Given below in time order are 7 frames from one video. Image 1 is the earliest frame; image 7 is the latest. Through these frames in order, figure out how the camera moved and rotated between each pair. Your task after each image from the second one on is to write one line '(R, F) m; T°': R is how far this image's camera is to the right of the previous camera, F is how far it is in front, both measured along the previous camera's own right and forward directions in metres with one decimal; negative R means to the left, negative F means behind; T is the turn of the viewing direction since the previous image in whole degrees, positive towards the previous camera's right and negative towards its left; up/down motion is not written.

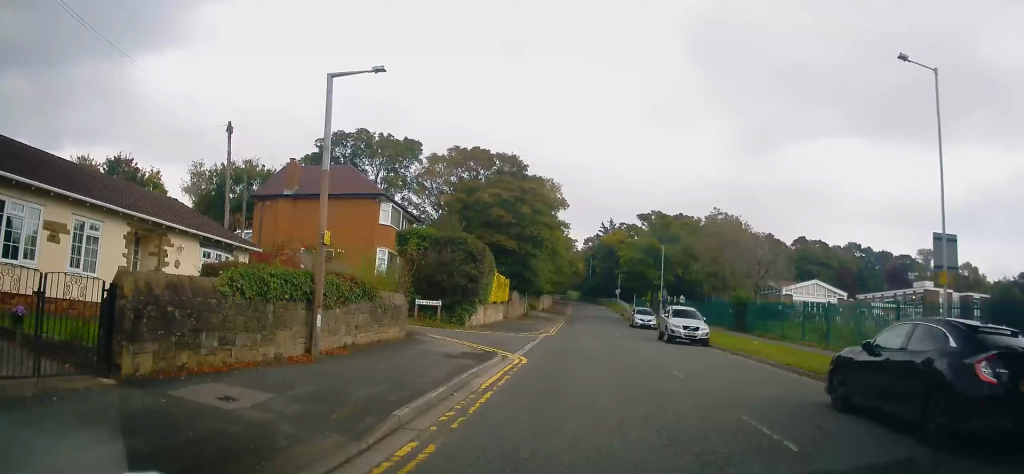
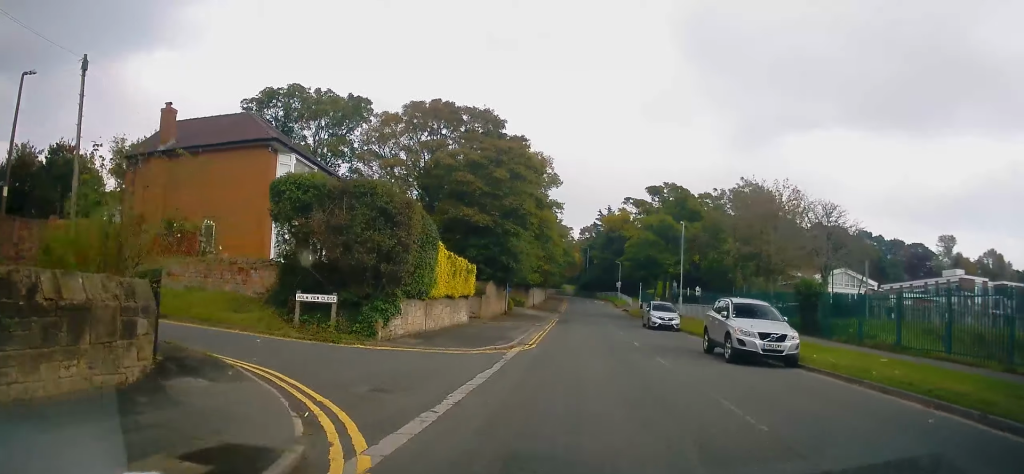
(+0.1, +11.3) m; 0°
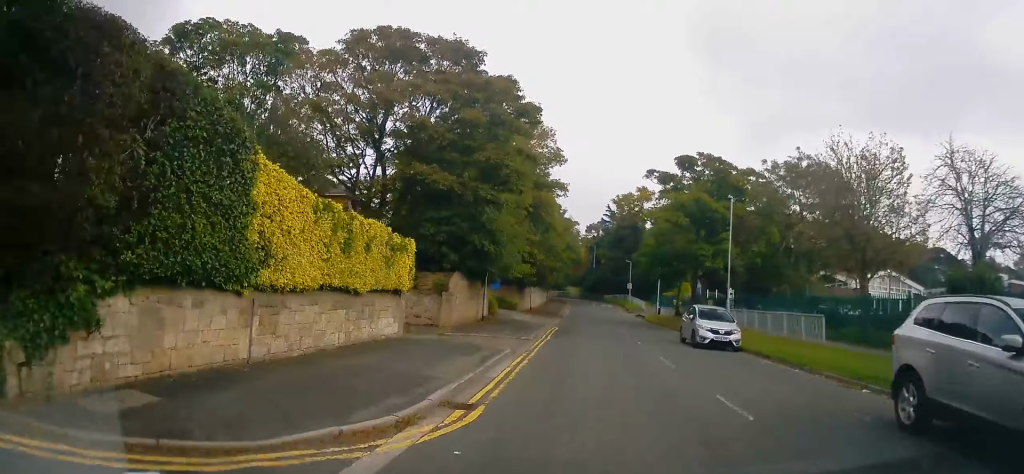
(+0.1, +11.2) m; -1°
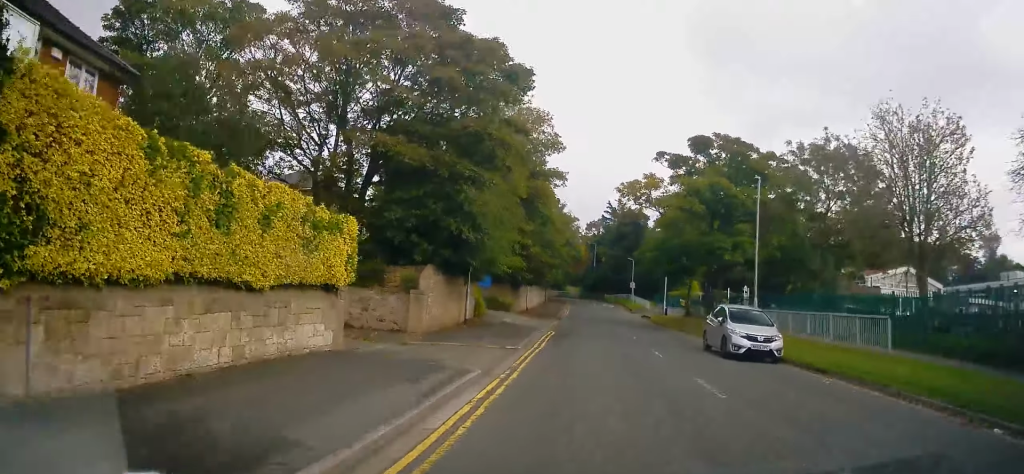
(-0.3, +4.4) m; 0°
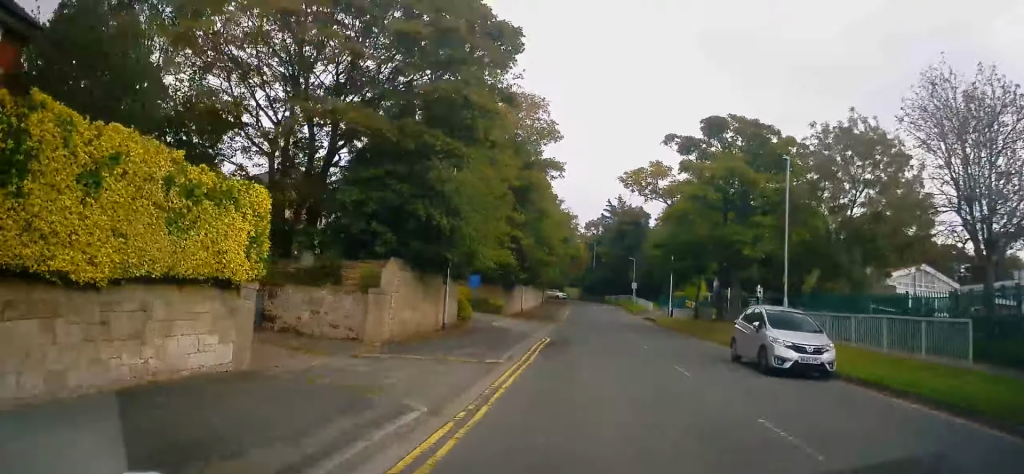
(0.0, +3.6) m; 0°
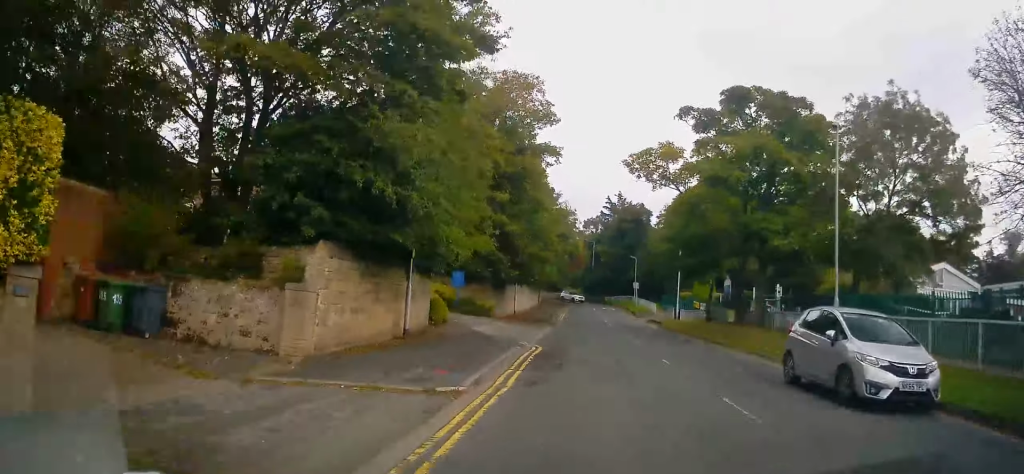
(+0.3, +4.3) m; 0°
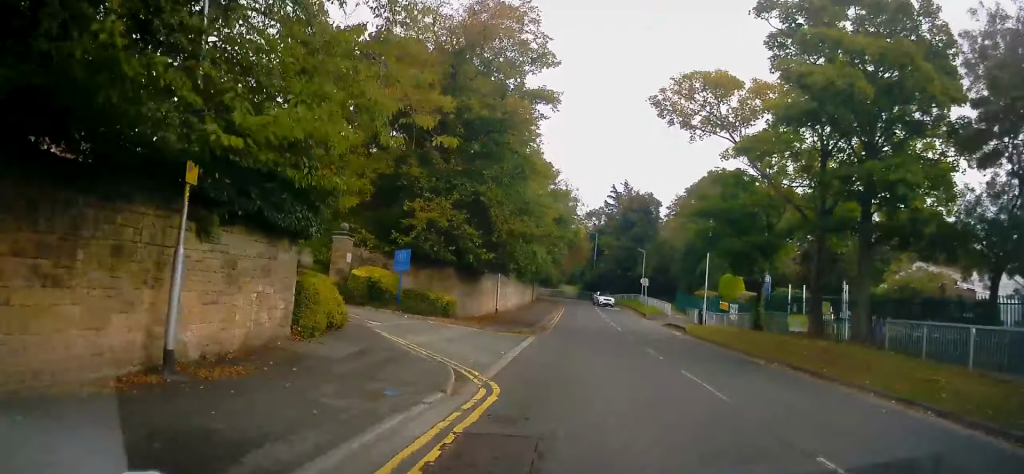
(-0.3, +9.7) m; +1°
